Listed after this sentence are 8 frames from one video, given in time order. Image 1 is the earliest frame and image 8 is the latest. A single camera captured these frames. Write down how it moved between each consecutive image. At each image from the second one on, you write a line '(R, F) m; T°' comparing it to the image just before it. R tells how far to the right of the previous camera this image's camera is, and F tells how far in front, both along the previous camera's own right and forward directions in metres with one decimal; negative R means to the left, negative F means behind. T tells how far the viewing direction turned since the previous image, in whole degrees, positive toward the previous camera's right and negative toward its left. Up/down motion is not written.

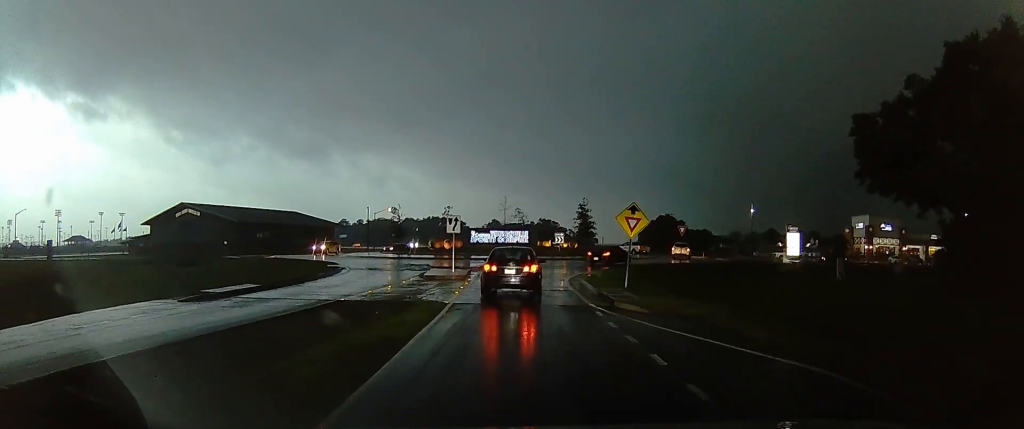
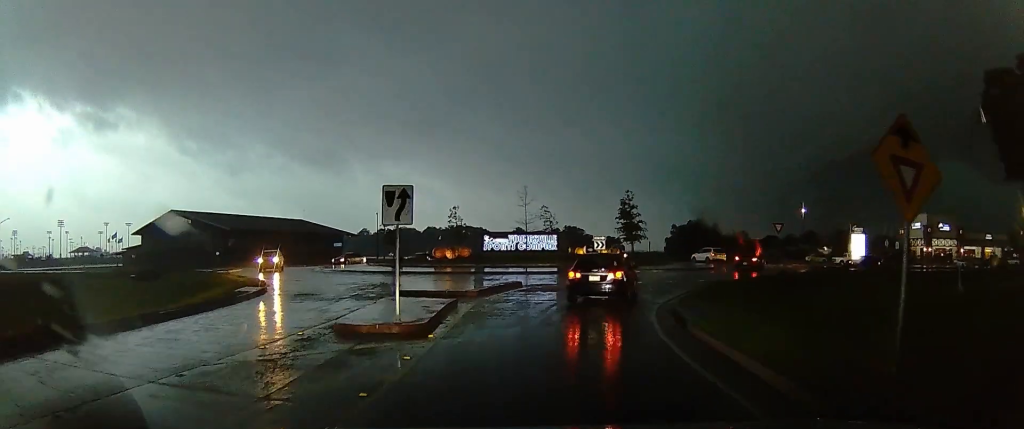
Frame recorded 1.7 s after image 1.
(-2.2, +13.7) m; -7°
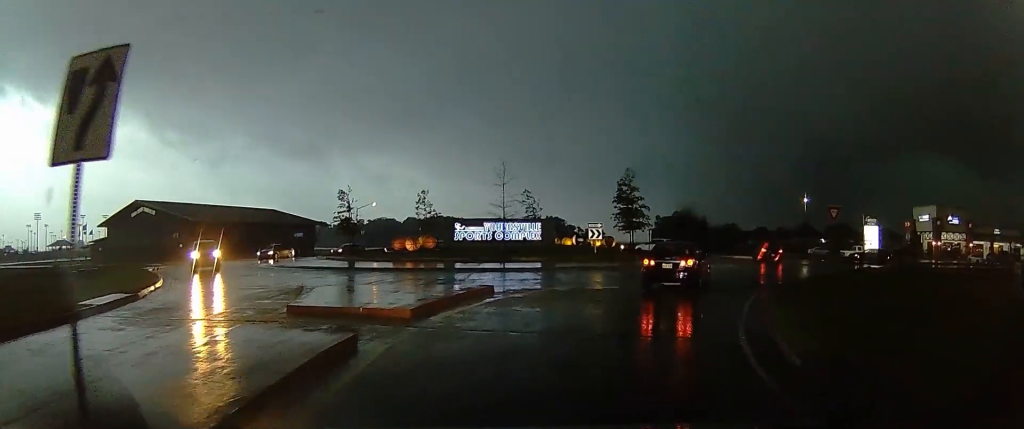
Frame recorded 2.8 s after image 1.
(+0.7, +8.1) m; +10°
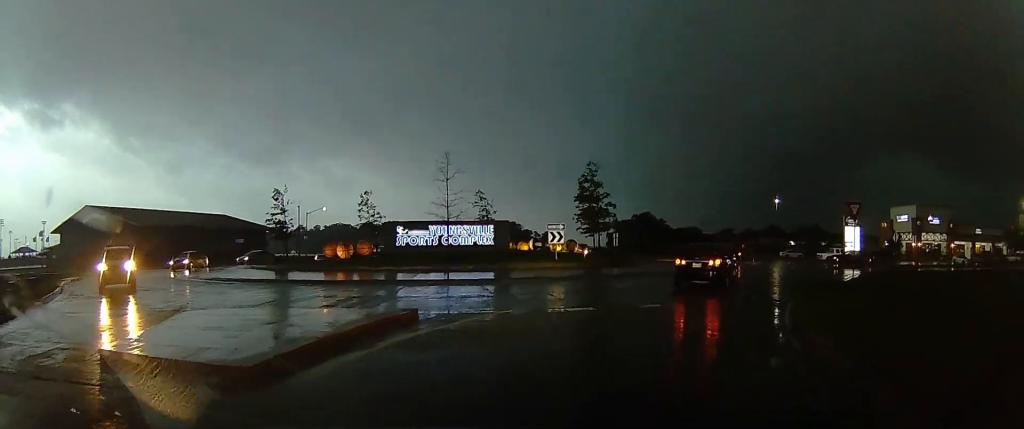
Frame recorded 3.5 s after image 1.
(+0.4, +5.4) m; +4°
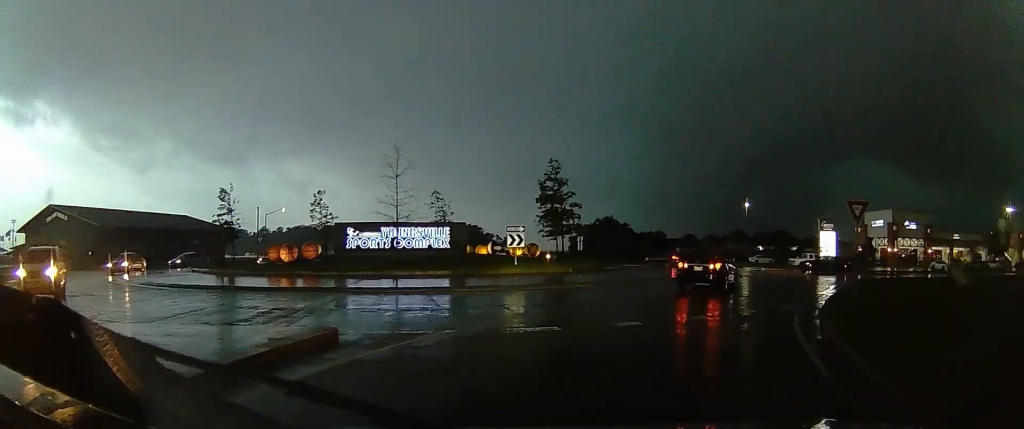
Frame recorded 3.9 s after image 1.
(0.0, +3.0) m; 0°
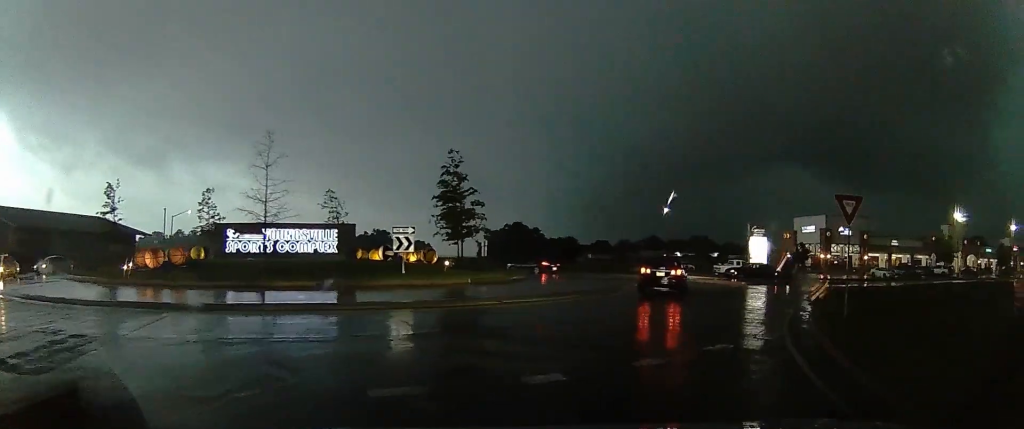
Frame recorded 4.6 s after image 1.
(0.0, +4.4) m; +6°
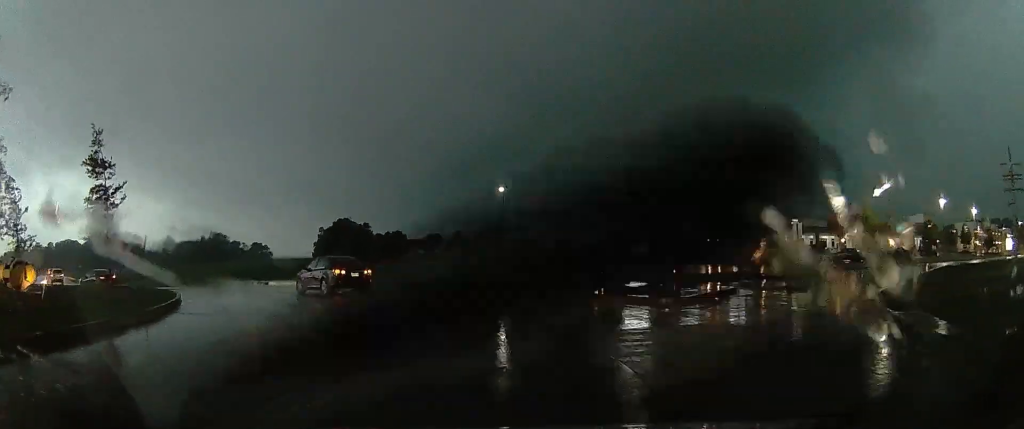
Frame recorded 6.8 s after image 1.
(+4.4, +16.3) m; +19°
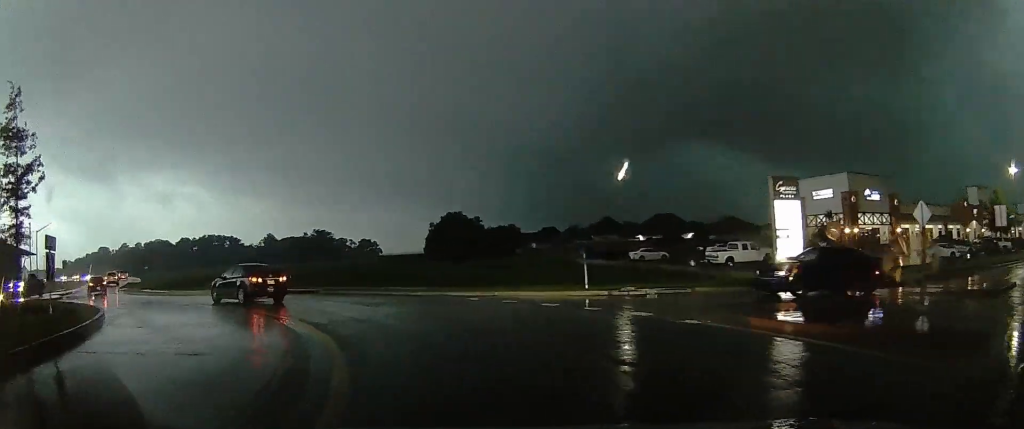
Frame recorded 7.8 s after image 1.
(-0.5, +9.4) m; -11°
